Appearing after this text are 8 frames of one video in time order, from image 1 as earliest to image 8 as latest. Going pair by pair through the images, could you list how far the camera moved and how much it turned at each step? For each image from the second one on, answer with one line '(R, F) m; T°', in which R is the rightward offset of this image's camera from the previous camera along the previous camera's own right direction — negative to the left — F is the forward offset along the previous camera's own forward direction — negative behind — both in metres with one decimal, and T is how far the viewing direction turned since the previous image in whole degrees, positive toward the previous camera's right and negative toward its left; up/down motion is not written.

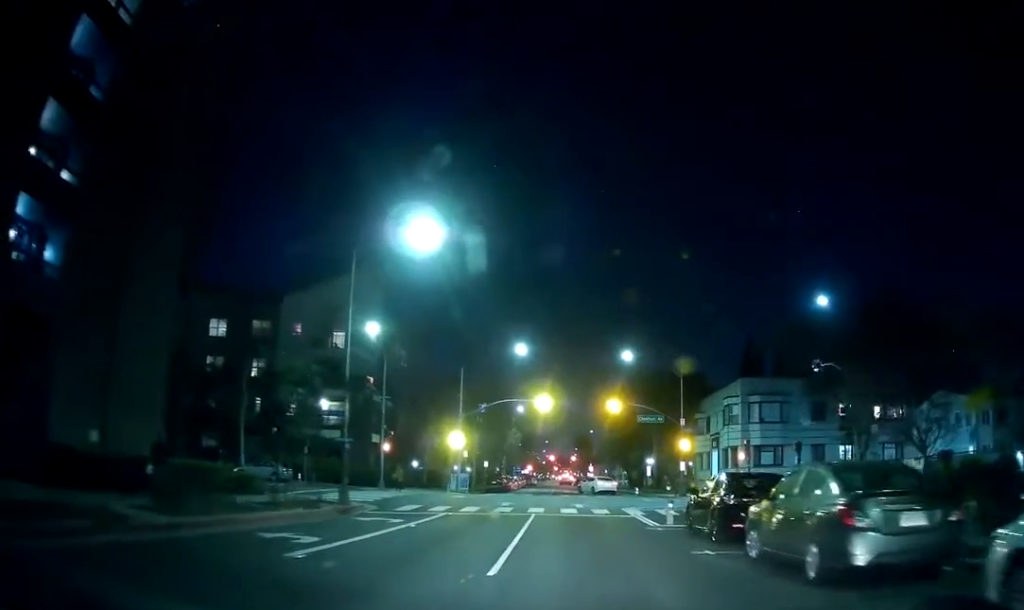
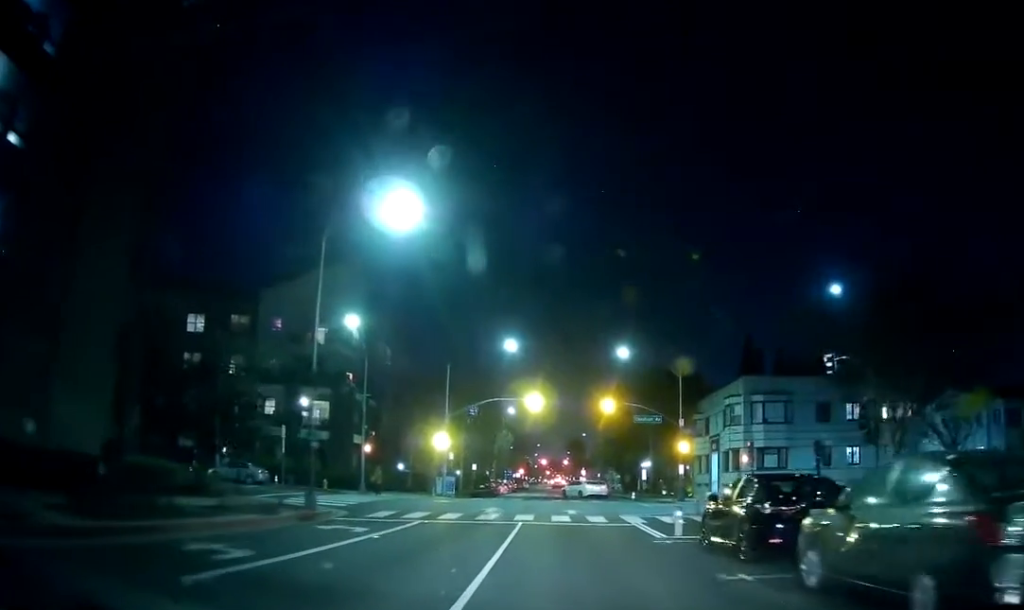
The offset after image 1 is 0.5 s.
(-0.1, +2.9) m; -1°
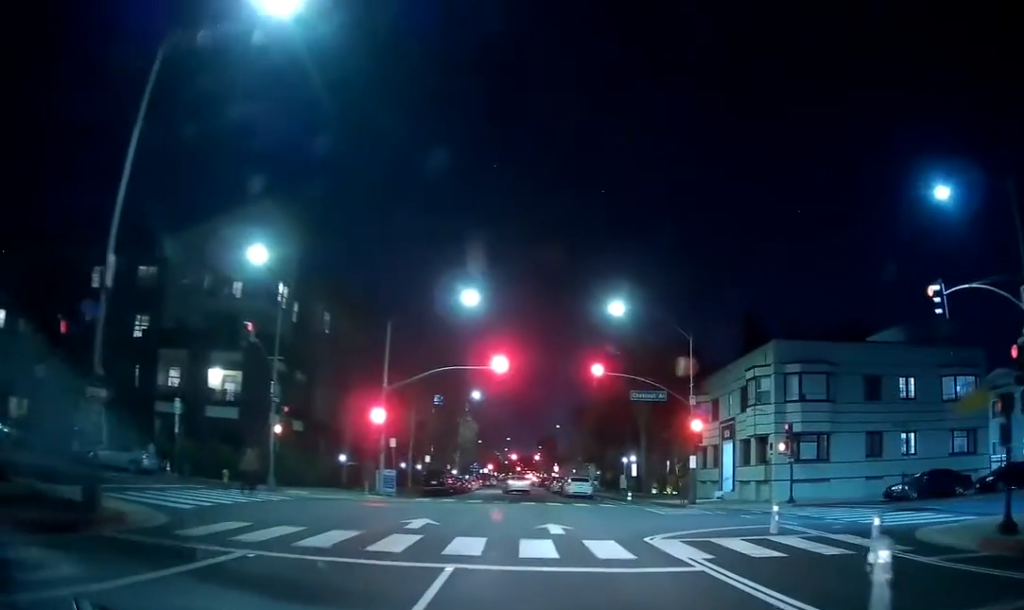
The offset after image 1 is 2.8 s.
(-0.4, +12.0) m; -4°
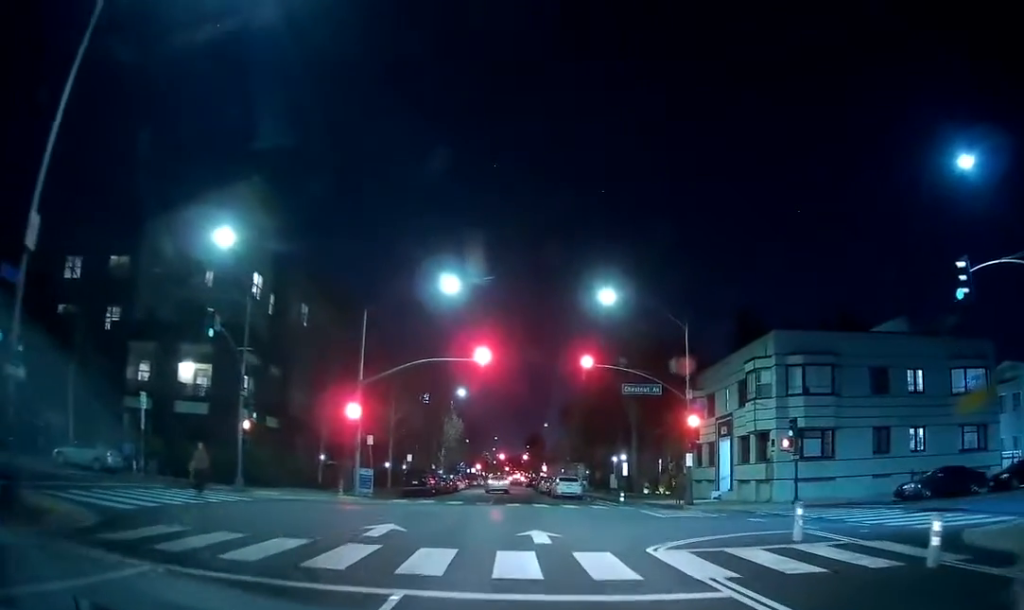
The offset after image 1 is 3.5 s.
(0.0, +2.5) m; 0°
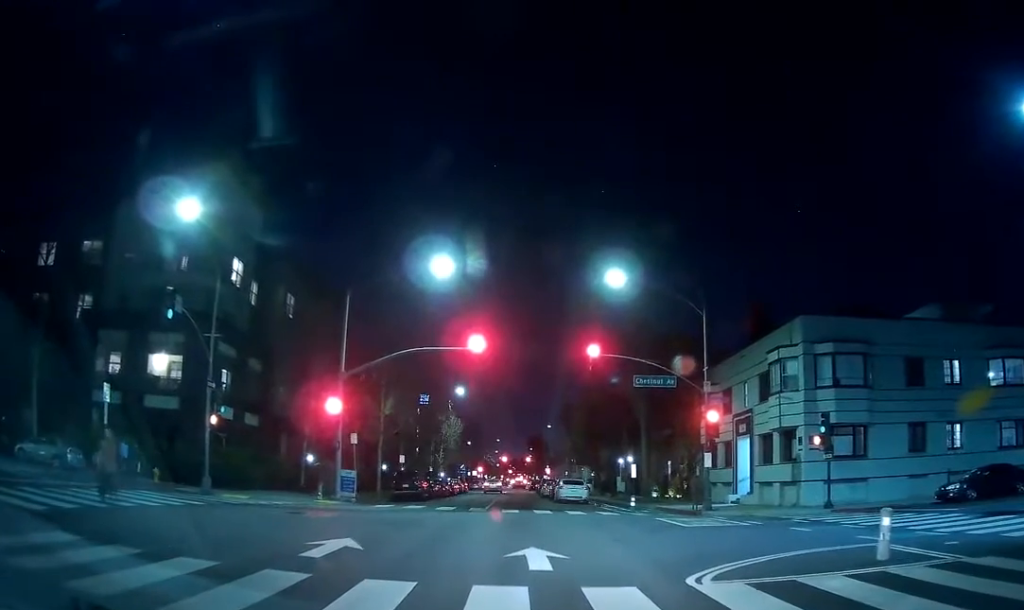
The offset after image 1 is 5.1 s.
(0.0, +4.6) m; 0°
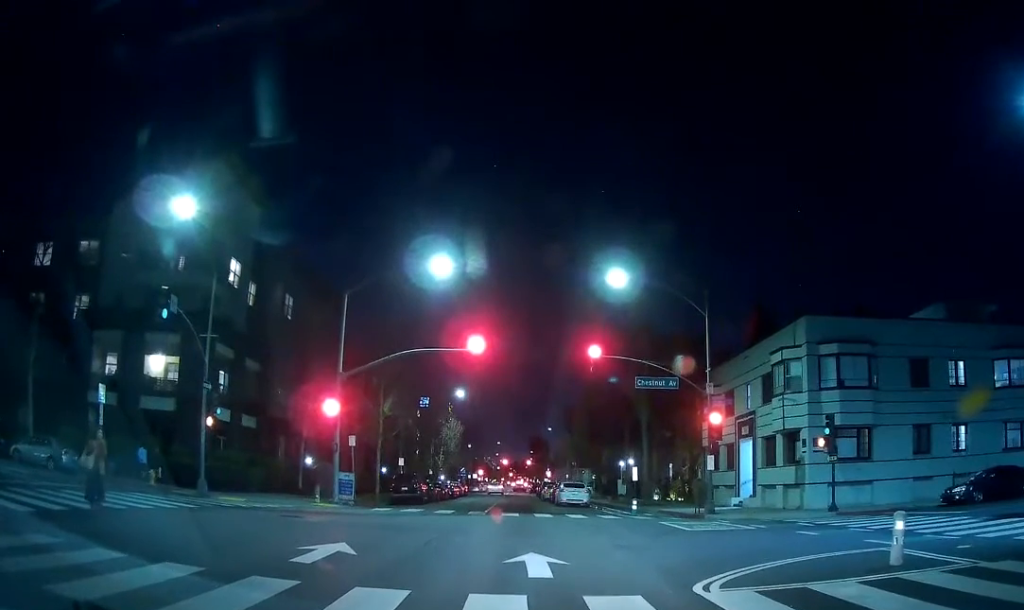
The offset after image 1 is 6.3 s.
(-0.1, +1.1) m; 0°
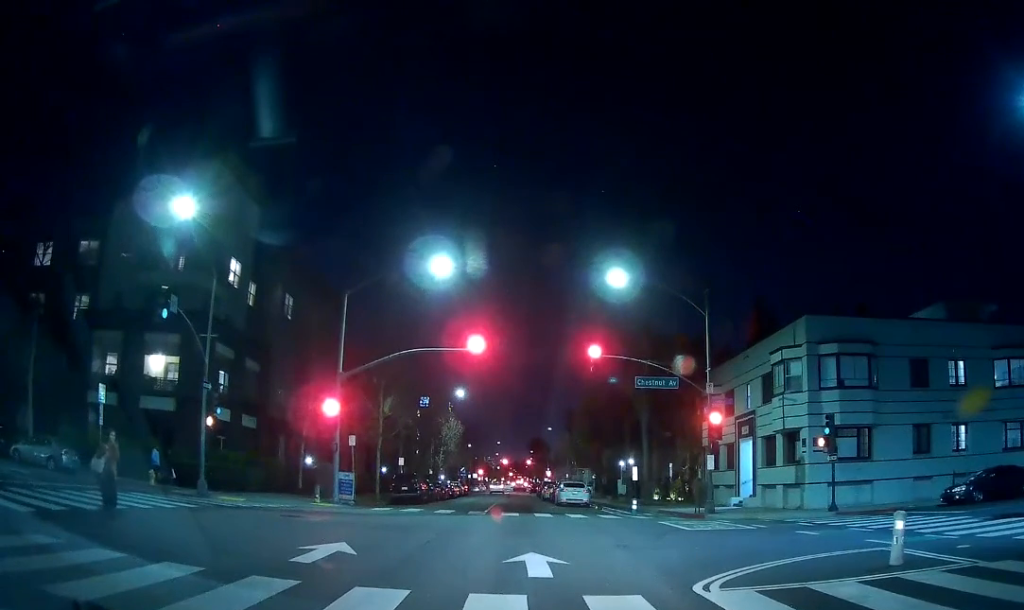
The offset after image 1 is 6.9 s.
(-0.1, +0.2) m; 0°
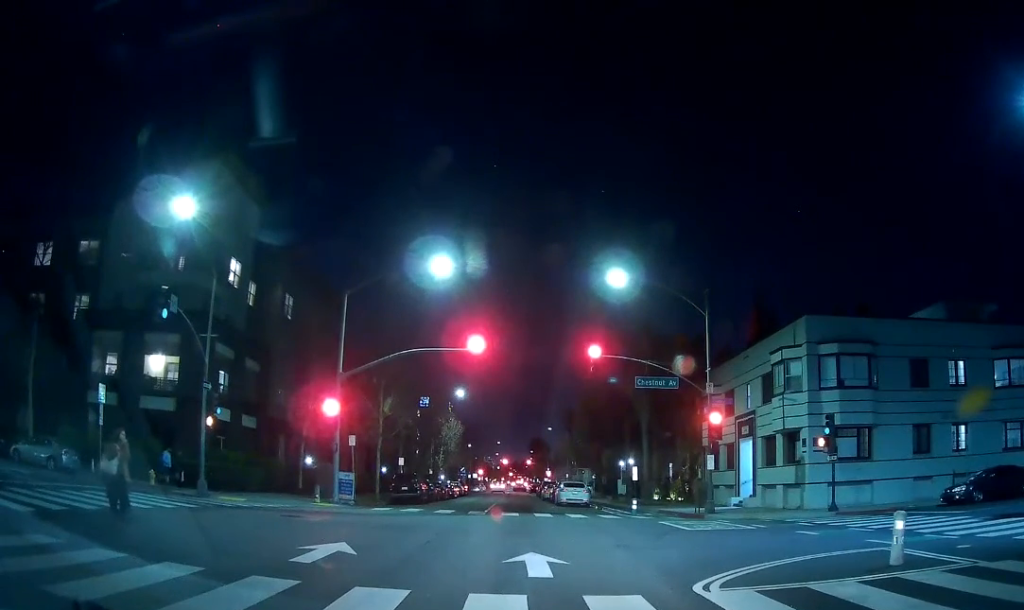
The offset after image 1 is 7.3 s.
(0.0, 0.0) m; 0°
